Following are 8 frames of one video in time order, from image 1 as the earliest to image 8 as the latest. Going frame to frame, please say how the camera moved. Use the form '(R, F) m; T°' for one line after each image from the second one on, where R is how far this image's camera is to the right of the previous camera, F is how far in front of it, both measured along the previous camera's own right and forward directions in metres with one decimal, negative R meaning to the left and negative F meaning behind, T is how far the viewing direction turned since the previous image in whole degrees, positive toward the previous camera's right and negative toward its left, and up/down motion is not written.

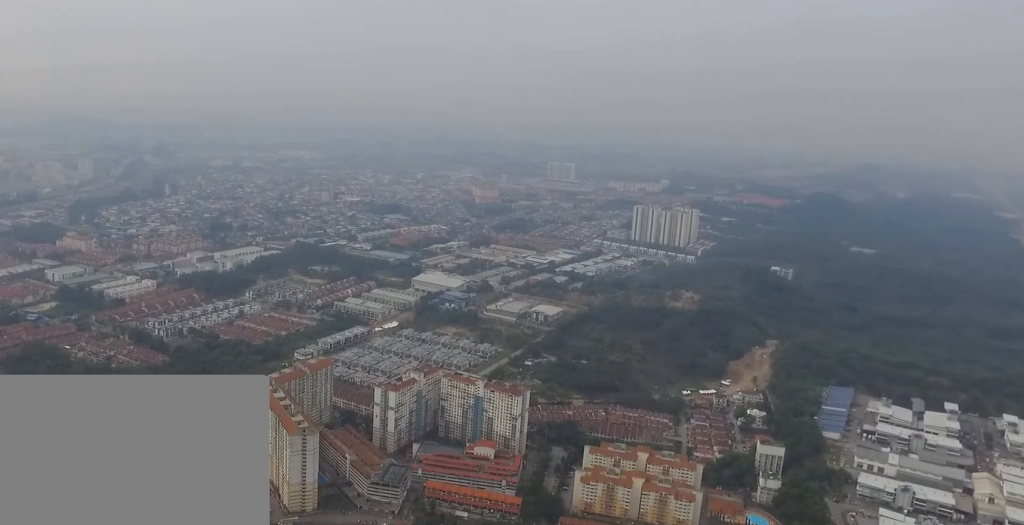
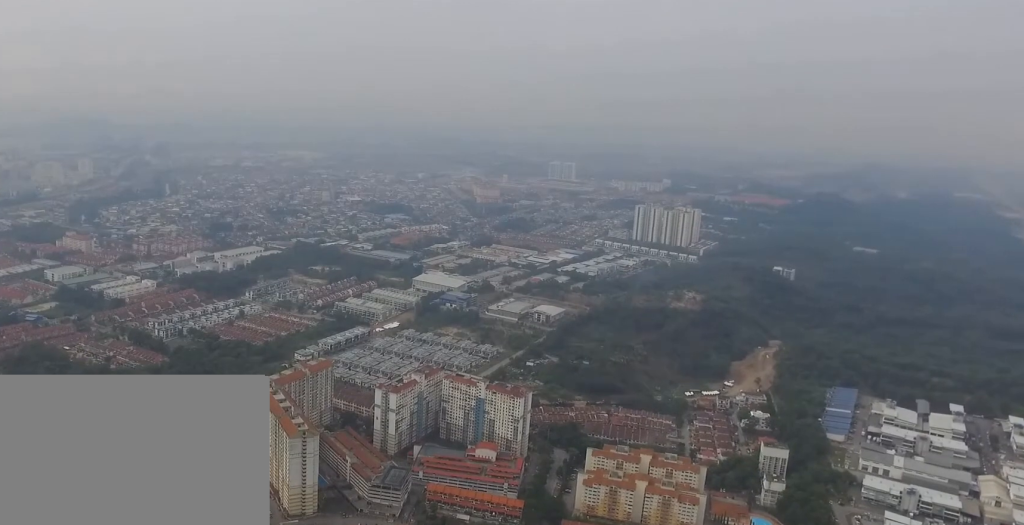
(0.0, +6.8) m; 0°
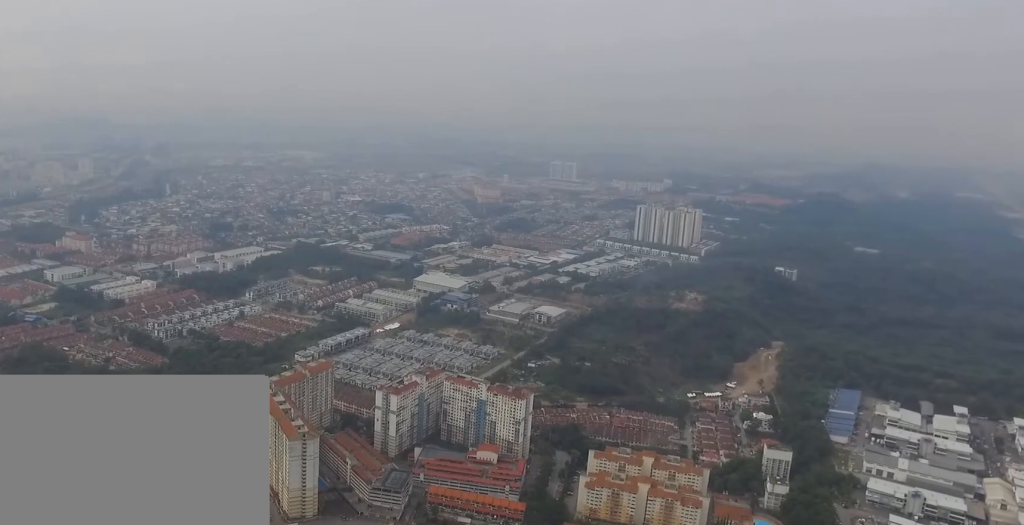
(0.0, +5.0) m; 0°
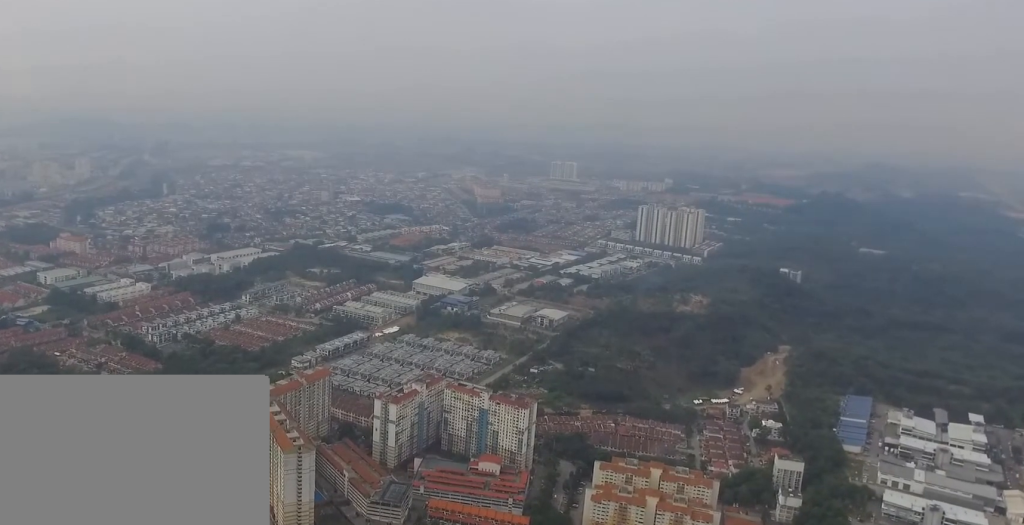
(+0.1, +23.4) m; +1°
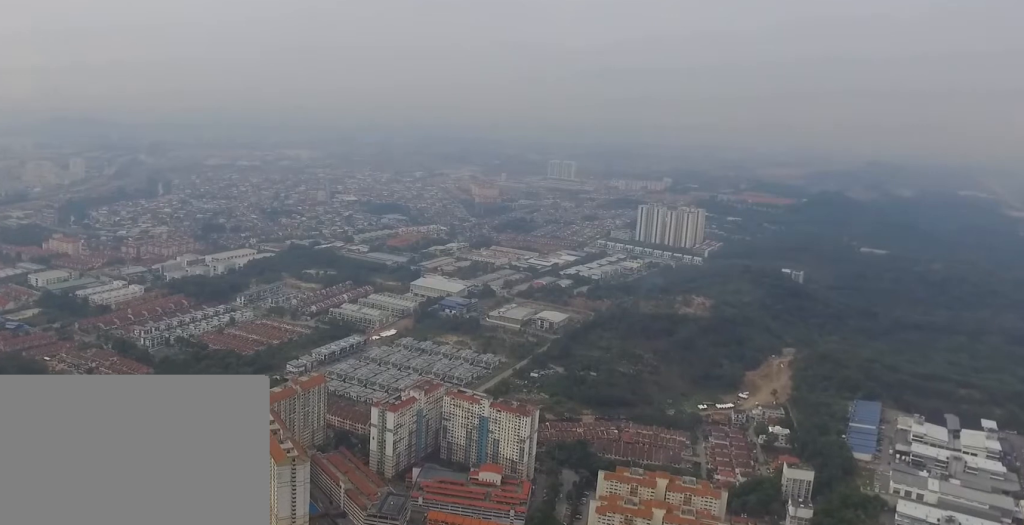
(-0.1, +20.5) m; -1°
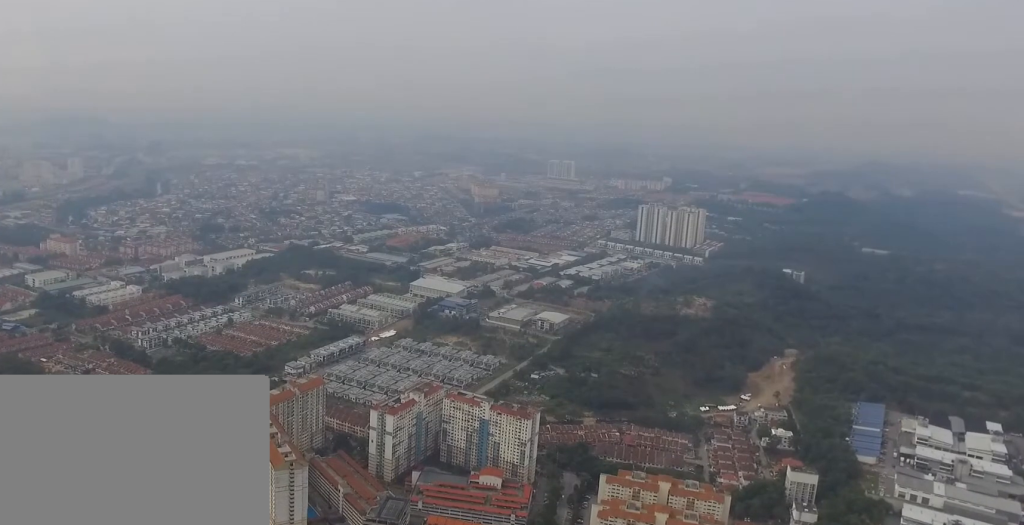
(0.0, +7.7) m; 0°
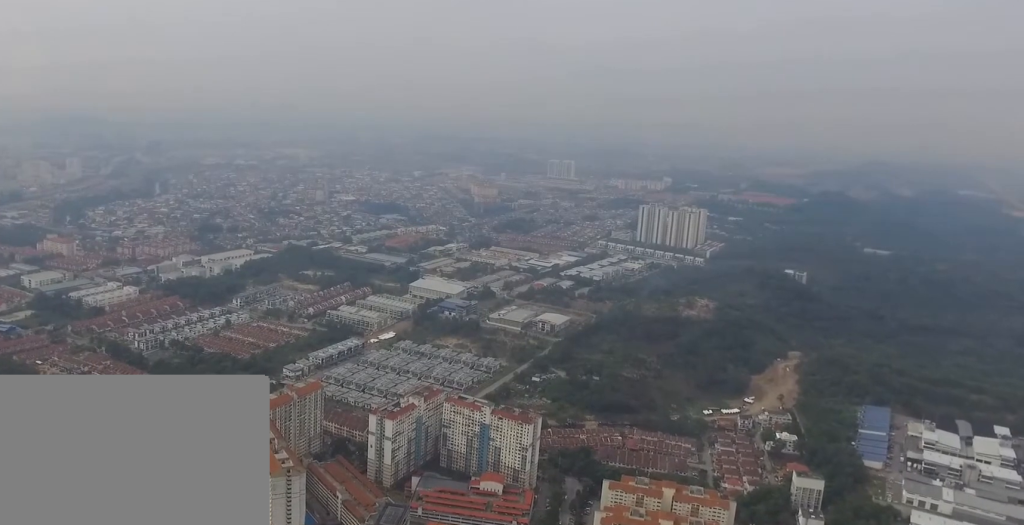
(0.0, +11.2) m; 0°
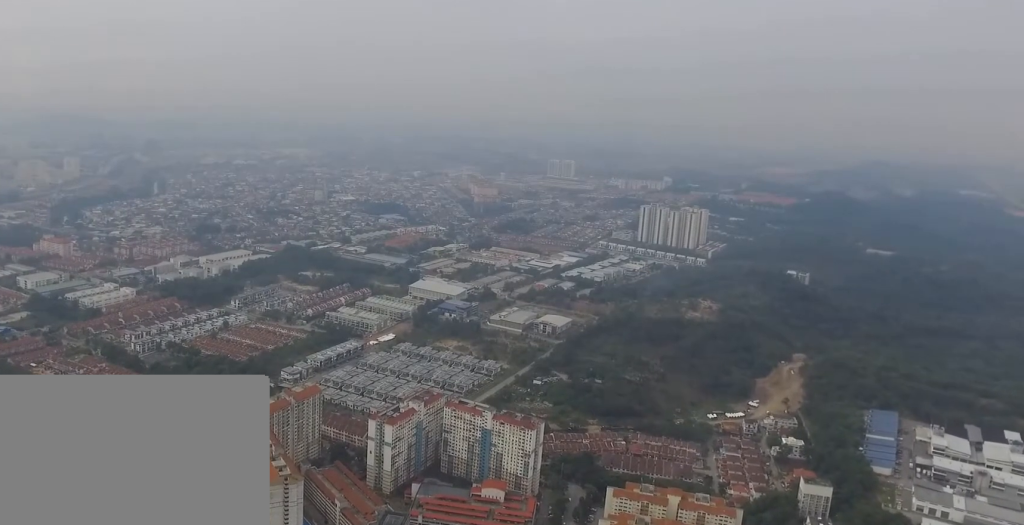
(0.0, +12.9) m; 0°
